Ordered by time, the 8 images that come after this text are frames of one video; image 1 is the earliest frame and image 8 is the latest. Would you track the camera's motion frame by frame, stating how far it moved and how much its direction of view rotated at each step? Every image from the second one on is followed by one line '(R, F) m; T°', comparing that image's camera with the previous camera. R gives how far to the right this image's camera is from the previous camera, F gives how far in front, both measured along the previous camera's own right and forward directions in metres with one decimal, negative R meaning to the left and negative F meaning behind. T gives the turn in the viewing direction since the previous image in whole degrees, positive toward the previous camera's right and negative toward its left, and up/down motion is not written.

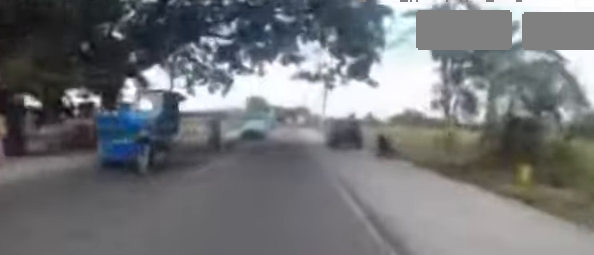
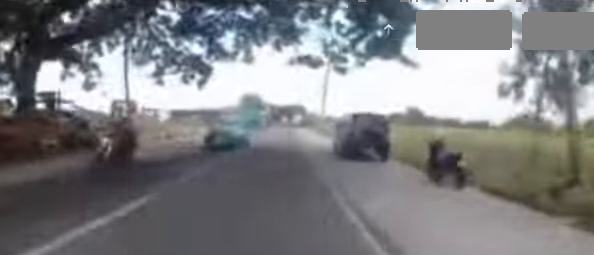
(0.0, +4.9) m; 0°
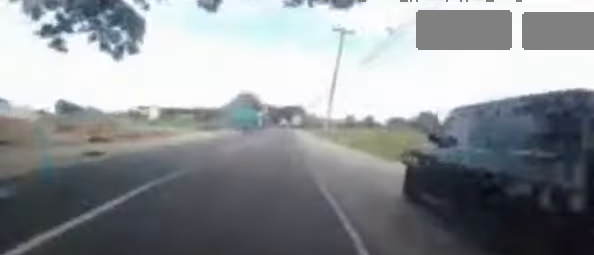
(0.0, +9.4) m; 0°
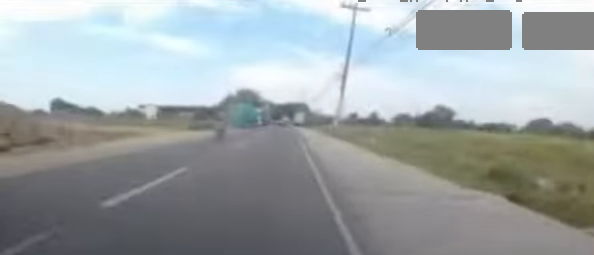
(0.0, +6.5) m; 0°
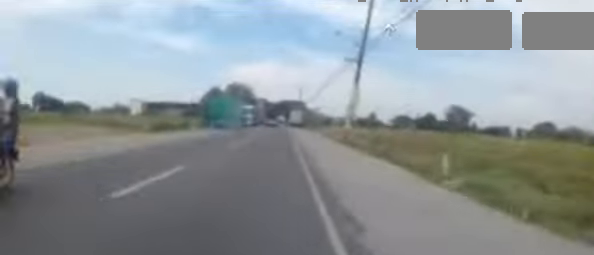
(0.0, +8.0) m; 0°
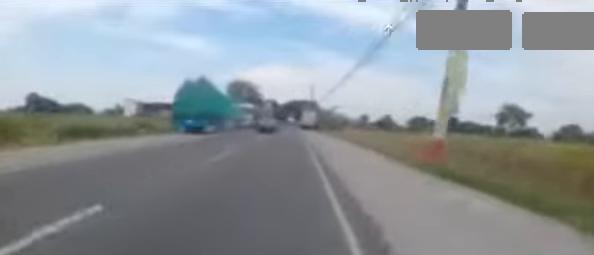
(0.0, +12.7) m; -1°
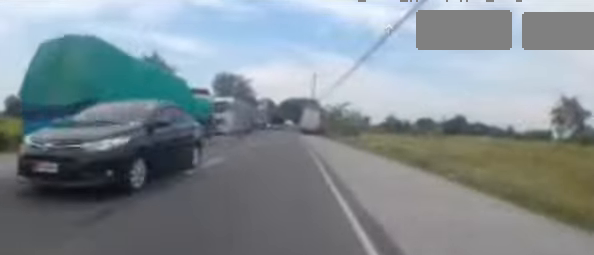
(-0.1, +11.7) m; -1°
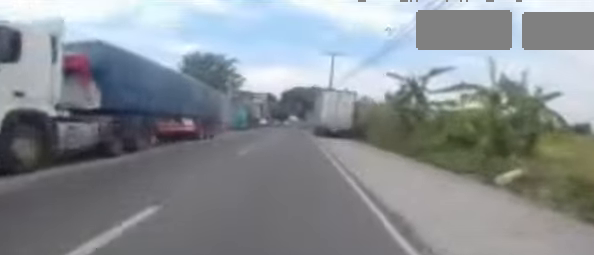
(-0.1, +24.4) m; +1°
